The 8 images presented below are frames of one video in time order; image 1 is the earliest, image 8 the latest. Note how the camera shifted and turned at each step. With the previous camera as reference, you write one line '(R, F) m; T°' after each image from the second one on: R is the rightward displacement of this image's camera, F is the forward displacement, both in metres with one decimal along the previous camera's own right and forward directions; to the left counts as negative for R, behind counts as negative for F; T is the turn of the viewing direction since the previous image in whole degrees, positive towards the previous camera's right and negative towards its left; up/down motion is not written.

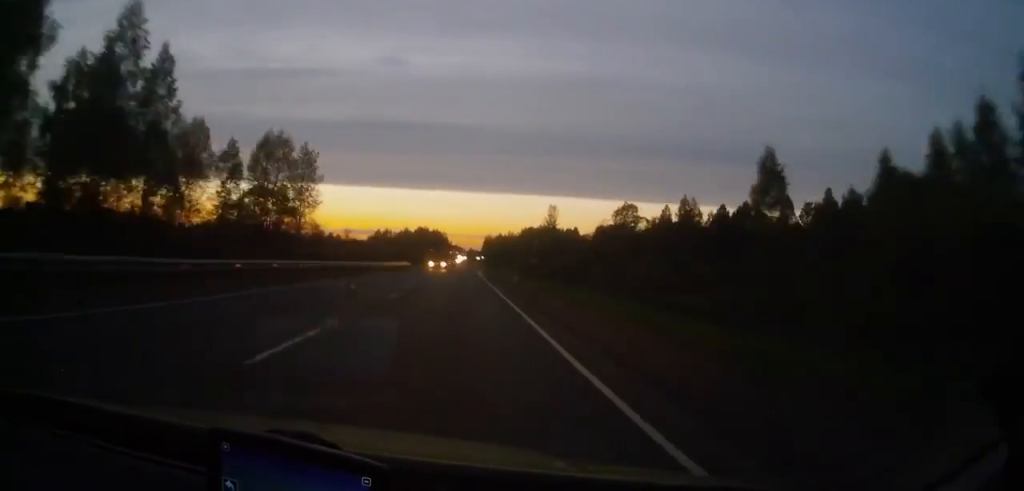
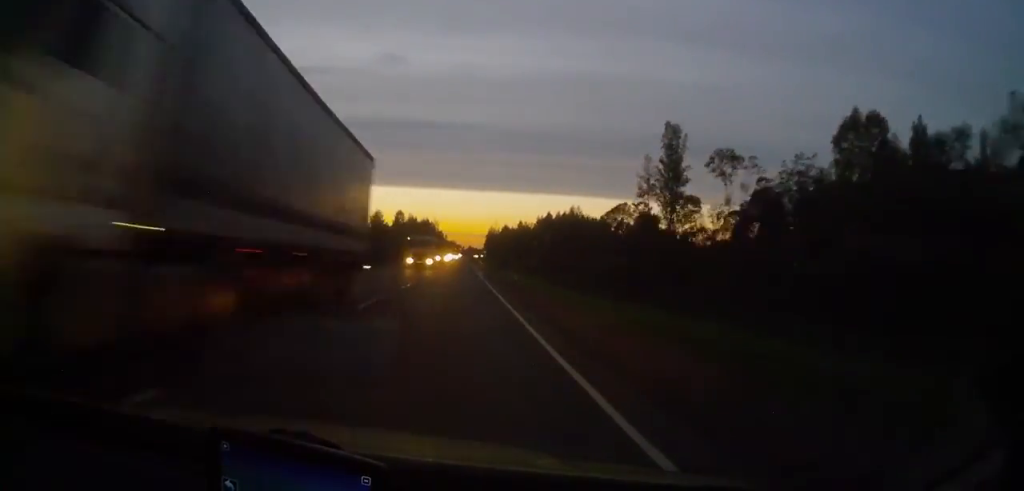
(-0.1, +101.5) m; 0°
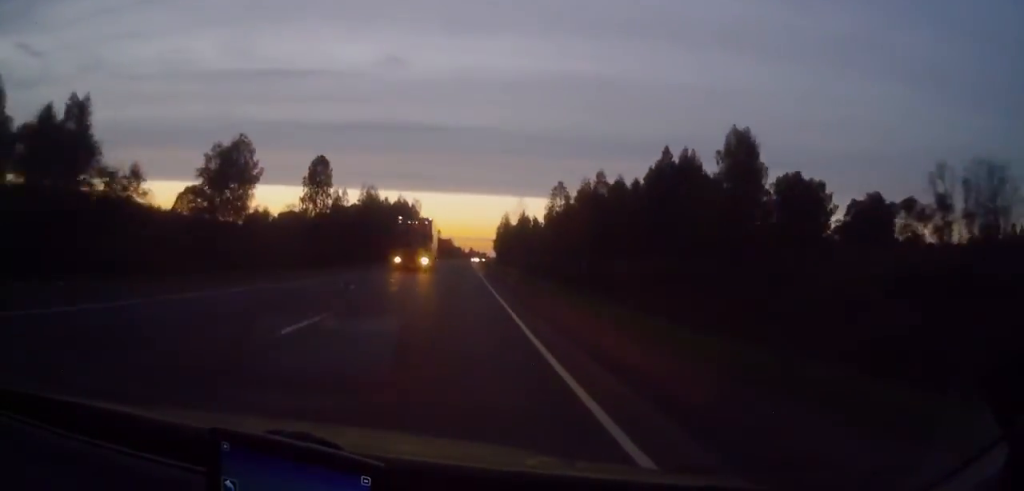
(+0.2, +137.3) m; 0°
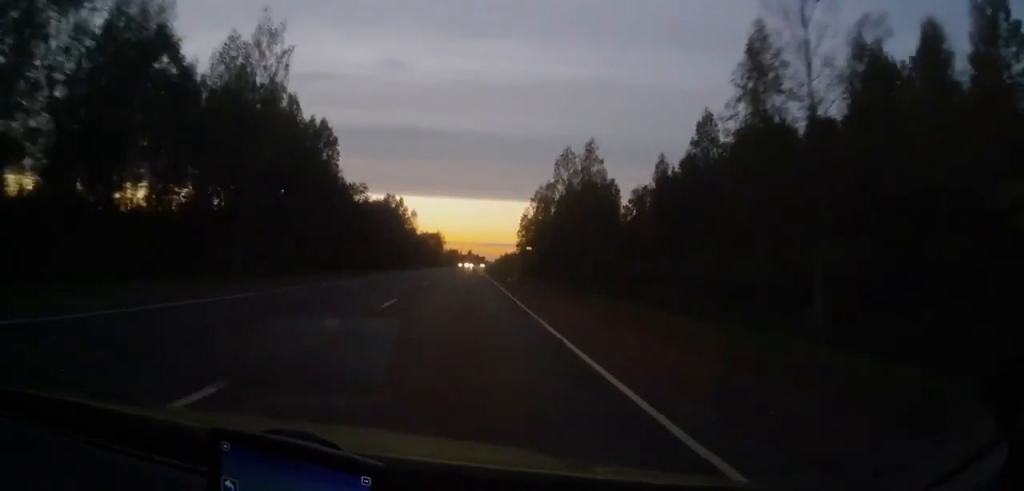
(-0.2, +153.0) m; +1°
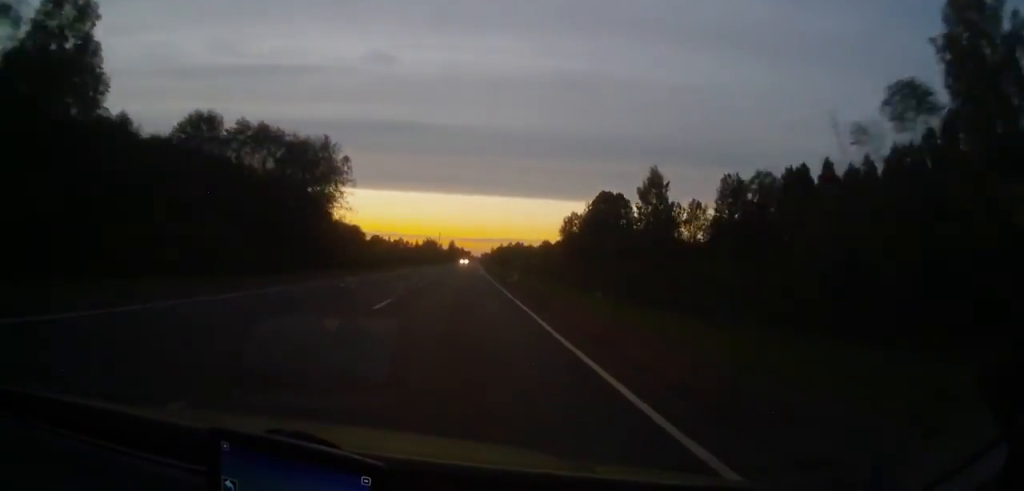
(+2.3, +186.4) m; +1°
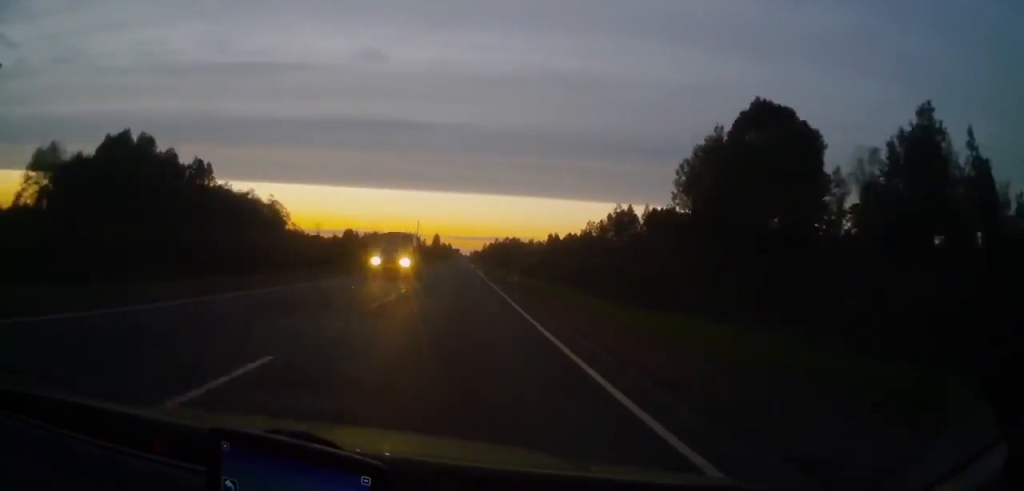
(+0.4, +96.7) m; 0°
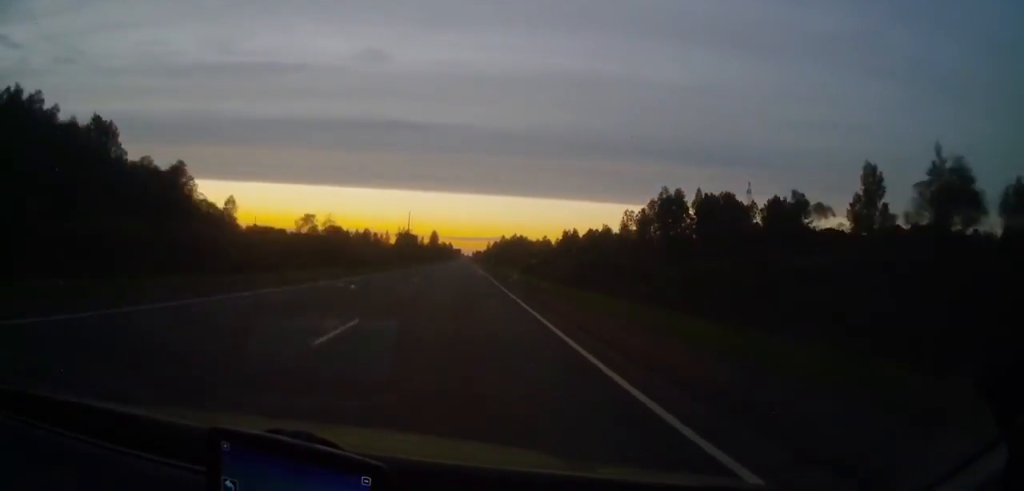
(+0.1, +57.4) m; 0°
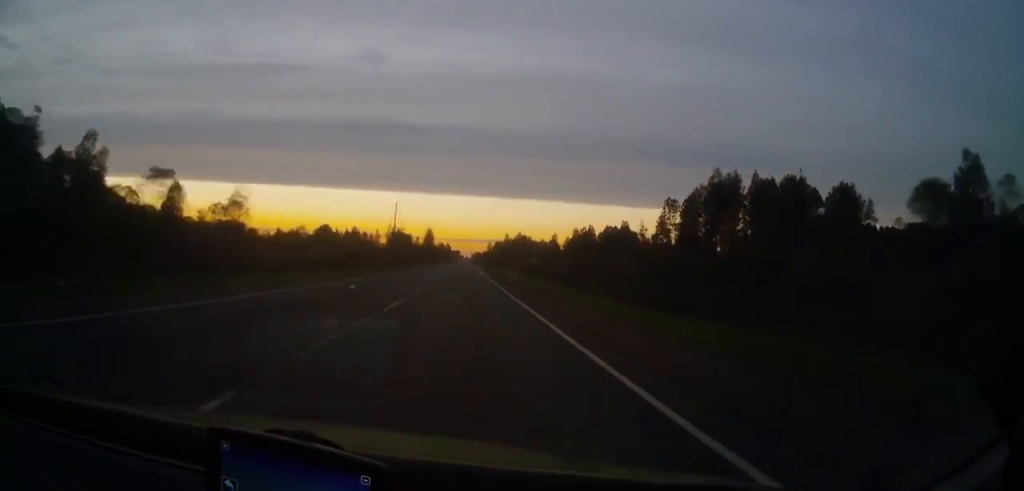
(+0.1, +43.3) m; 0°
